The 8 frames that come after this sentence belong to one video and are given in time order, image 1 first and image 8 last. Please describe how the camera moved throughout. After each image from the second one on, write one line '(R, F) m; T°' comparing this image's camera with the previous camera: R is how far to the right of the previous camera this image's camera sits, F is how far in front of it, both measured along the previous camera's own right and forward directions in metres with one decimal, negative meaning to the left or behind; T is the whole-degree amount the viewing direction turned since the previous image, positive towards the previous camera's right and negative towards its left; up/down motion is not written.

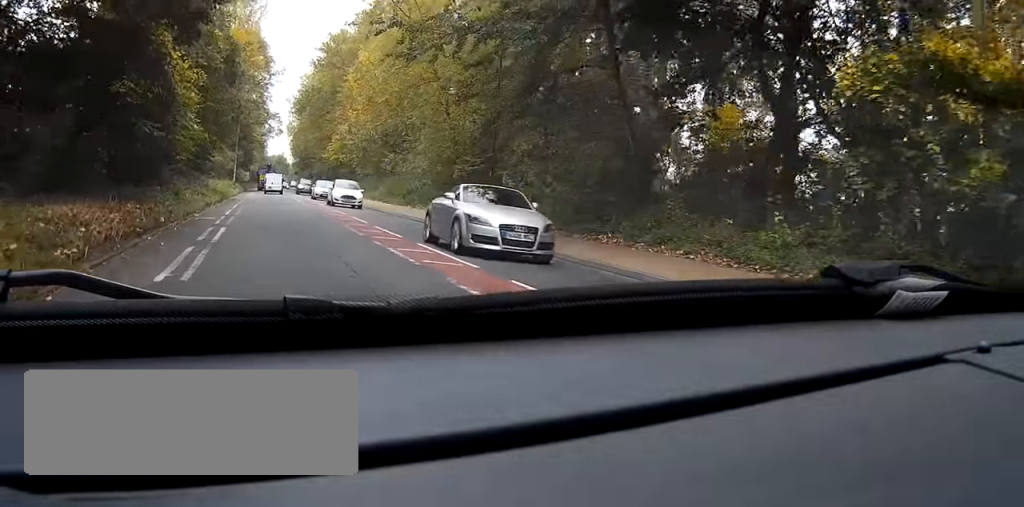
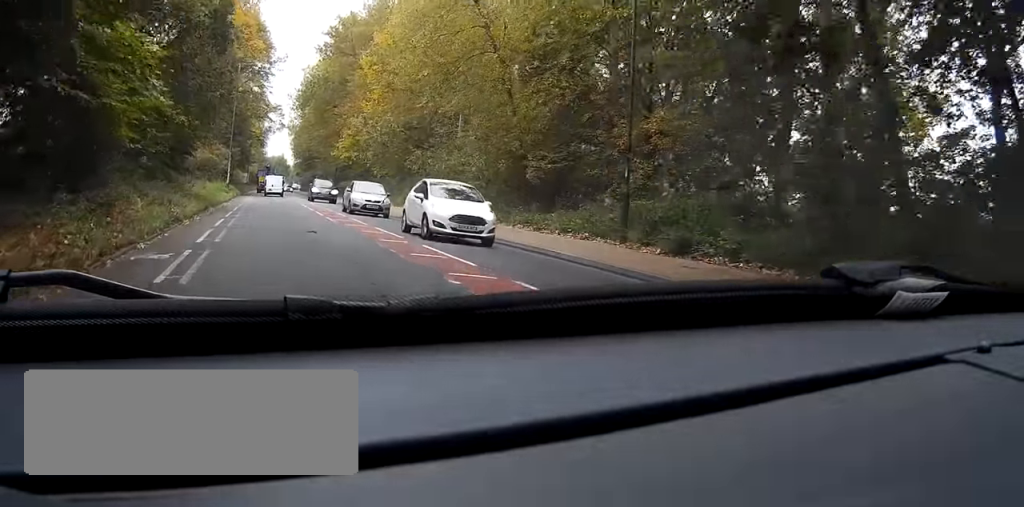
(0.0, +12.0) m; -1°
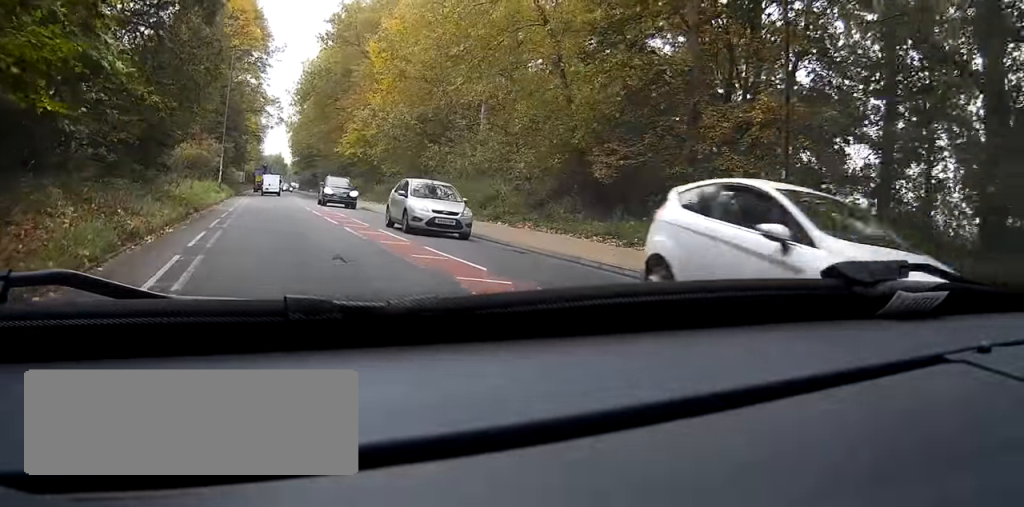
(-0.1, +6.9) m; 0°
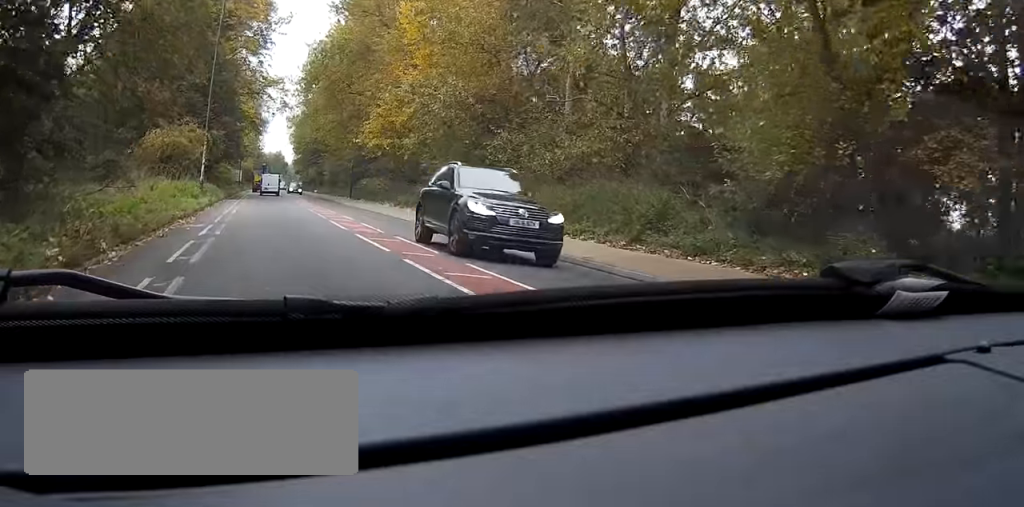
(-0.1, +15.1) m; 0°
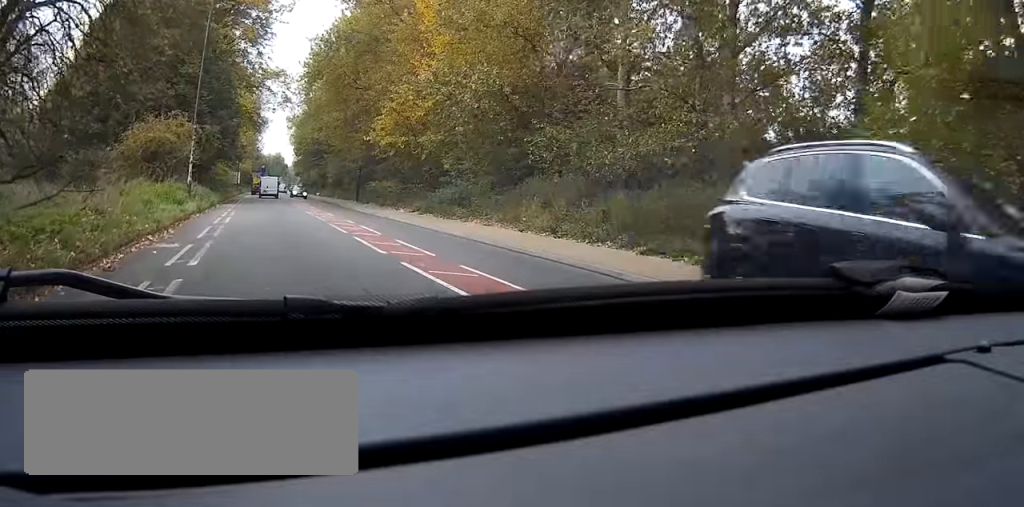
(0.0, +5.9) m; 0°
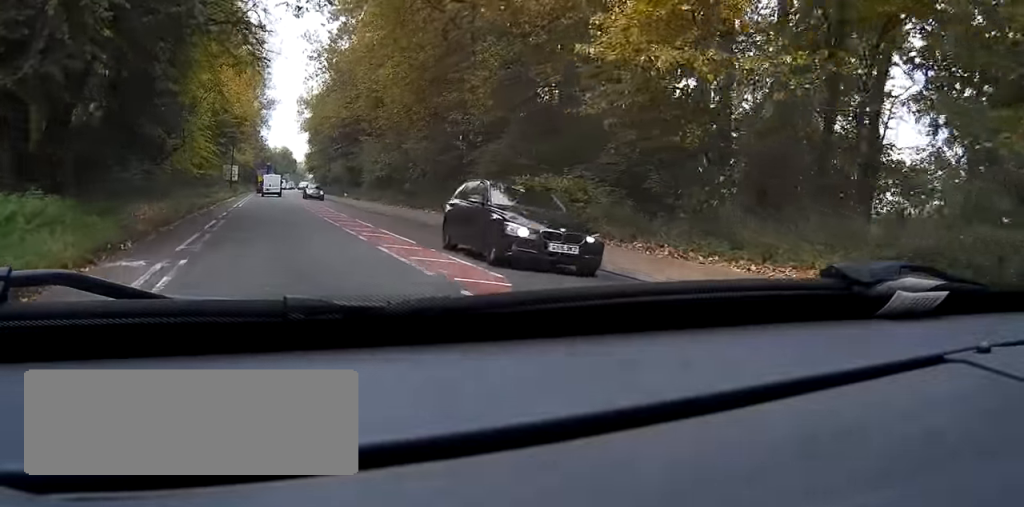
(+0.4, +32.9) m; +1°
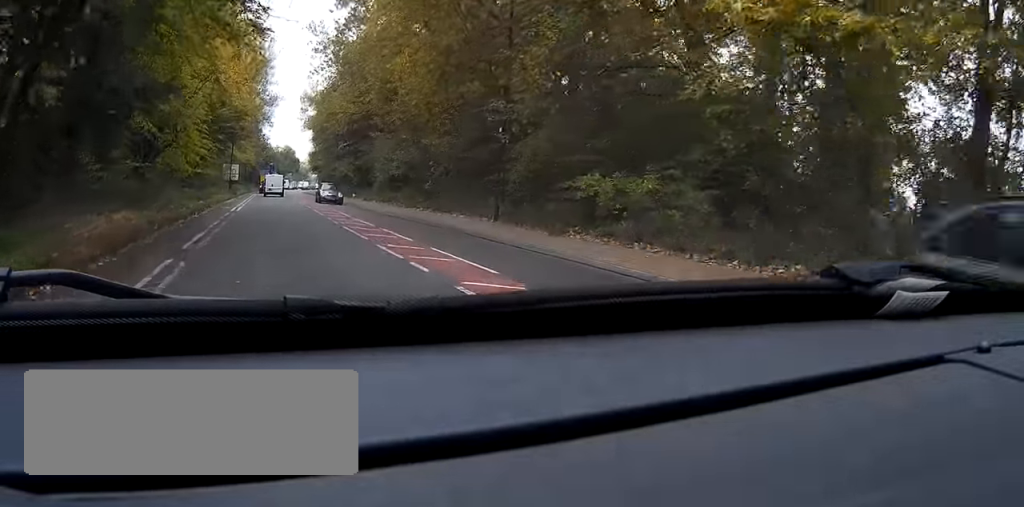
(0.0, +5.6) m; 0°
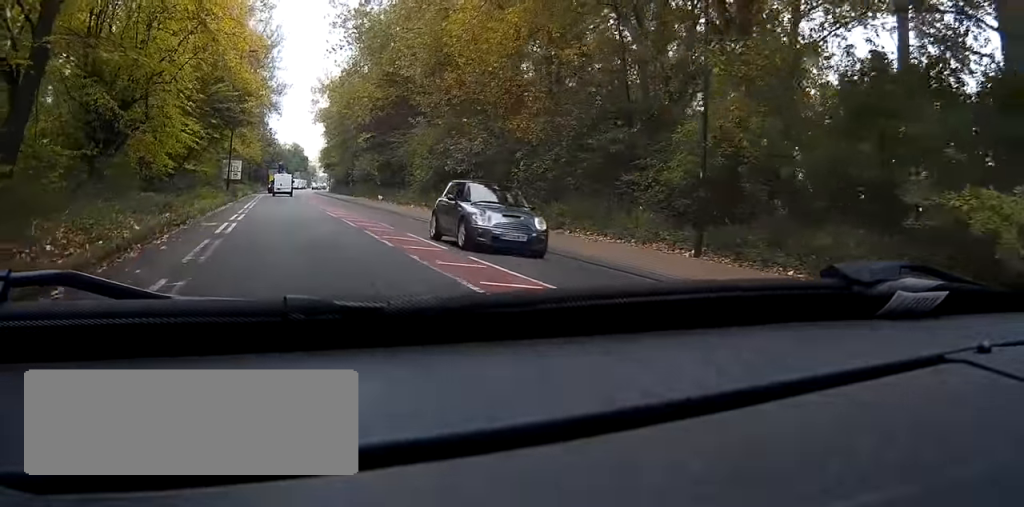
(0.0, +13.8) m; 0°
